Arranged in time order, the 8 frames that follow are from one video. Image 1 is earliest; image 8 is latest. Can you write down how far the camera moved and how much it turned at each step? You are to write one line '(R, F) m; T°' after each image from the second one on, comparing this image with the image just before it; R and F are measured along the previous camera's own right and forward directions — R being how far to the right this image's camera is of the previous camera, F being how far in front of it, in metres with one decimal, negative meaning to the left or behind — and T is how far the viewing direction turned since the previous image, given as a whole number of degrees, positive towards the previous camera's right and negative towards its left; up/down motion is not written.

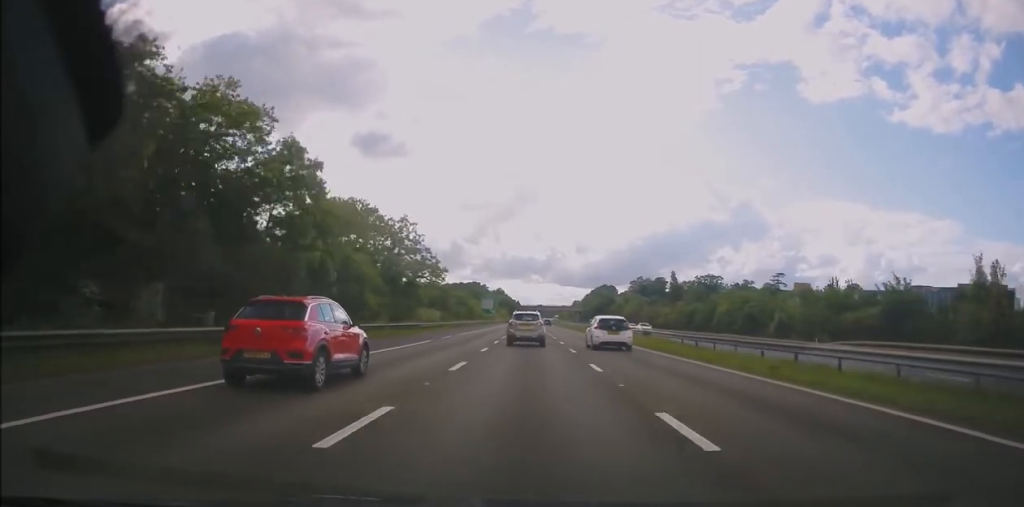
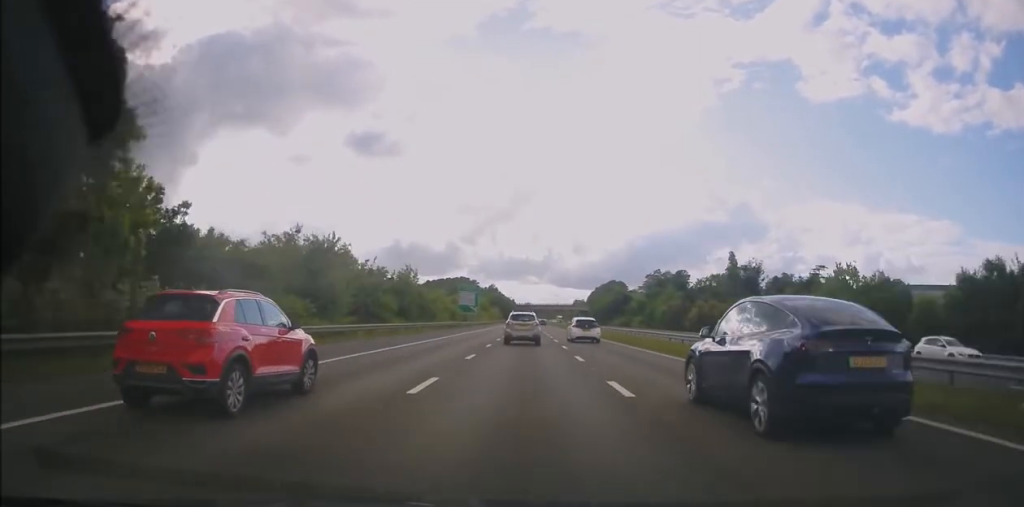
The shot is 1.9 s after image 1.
(-0.9, +51.5) m; -1°
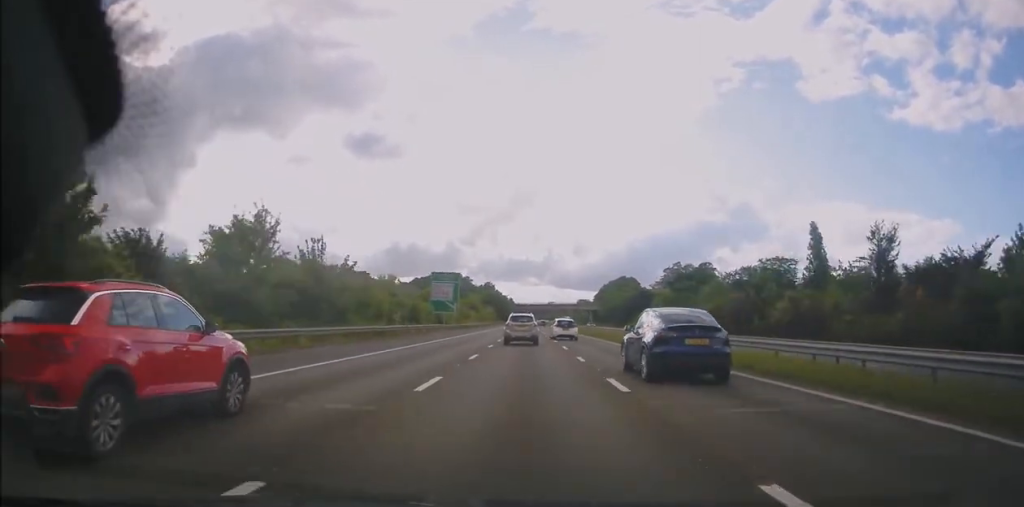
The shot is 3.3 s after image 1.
(+0.3, +36.5) m; 0°
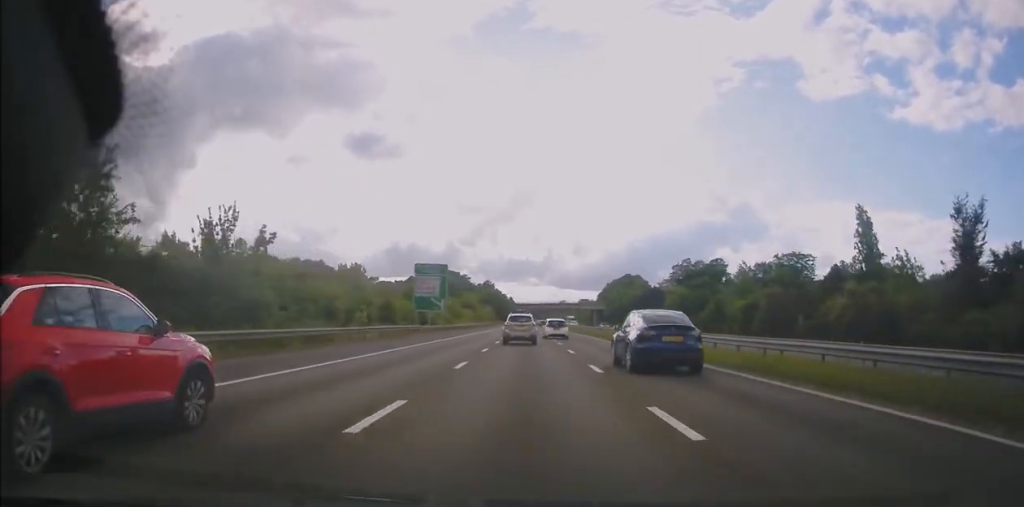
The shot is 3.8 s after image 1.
(-0.2, +13.2) m; 0°
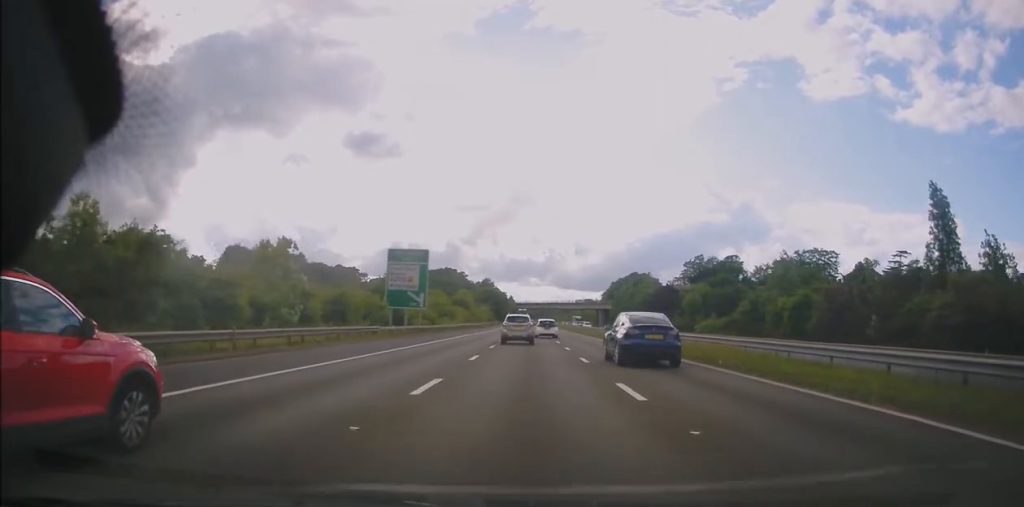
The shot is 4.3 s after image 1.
(0.0, +15.0) m; 0°
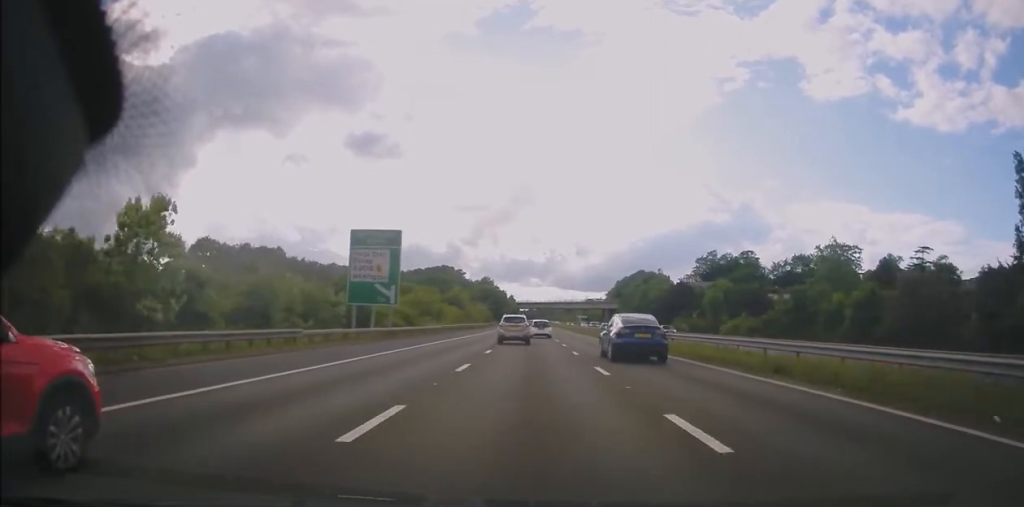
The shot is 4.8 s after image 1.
(+0.1, +13.3) m; 0°
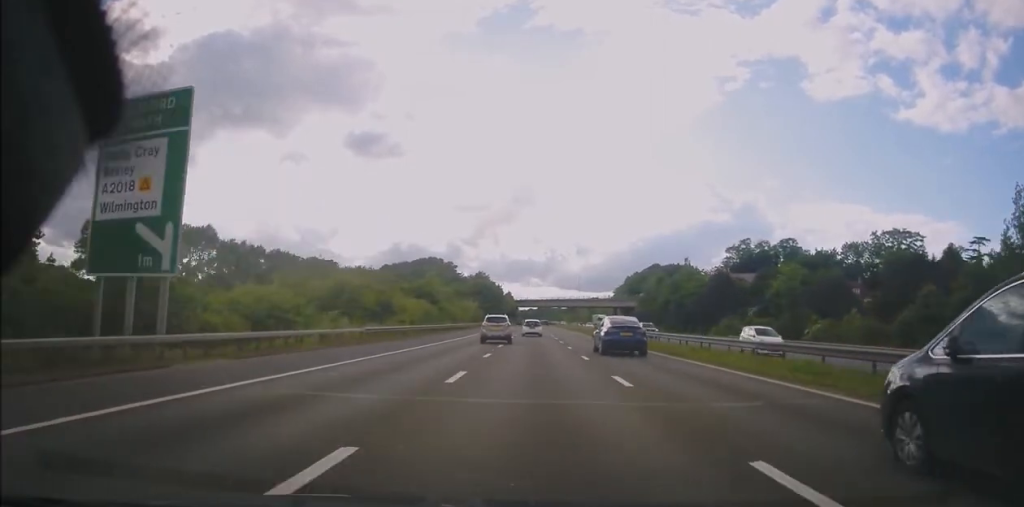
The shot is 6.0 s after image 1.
(-0.3, +30.1) m; 0°
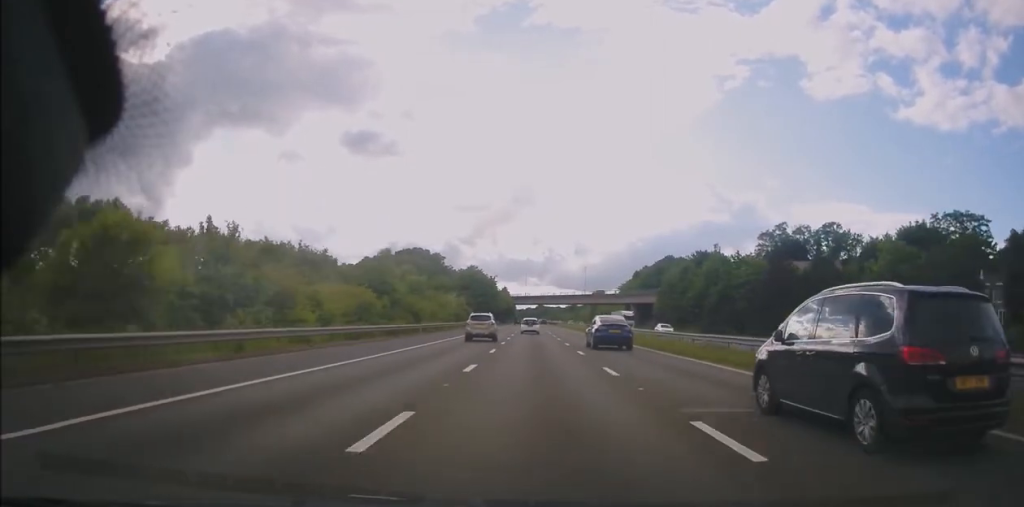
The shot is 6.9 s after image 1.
(+0.2, +24.9) m; +1°
